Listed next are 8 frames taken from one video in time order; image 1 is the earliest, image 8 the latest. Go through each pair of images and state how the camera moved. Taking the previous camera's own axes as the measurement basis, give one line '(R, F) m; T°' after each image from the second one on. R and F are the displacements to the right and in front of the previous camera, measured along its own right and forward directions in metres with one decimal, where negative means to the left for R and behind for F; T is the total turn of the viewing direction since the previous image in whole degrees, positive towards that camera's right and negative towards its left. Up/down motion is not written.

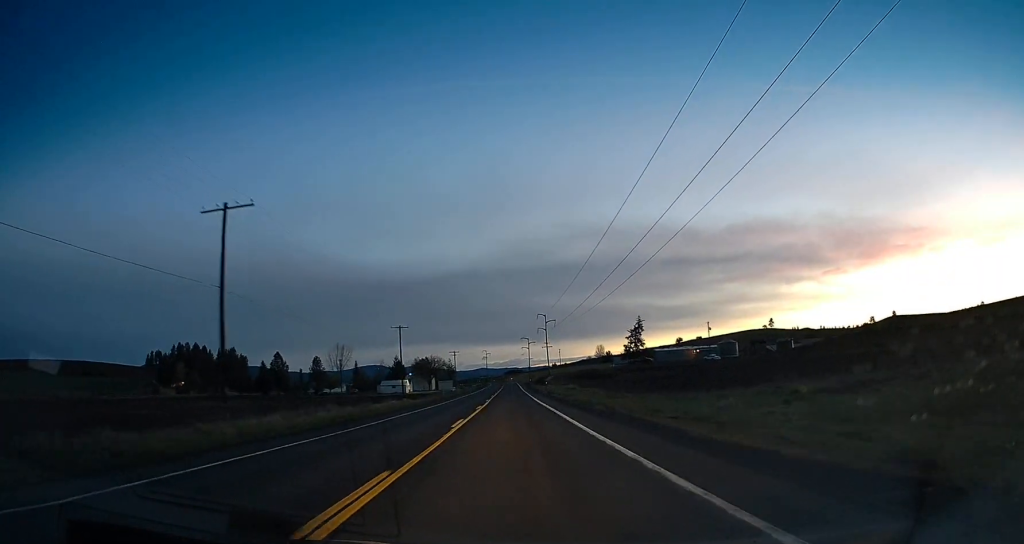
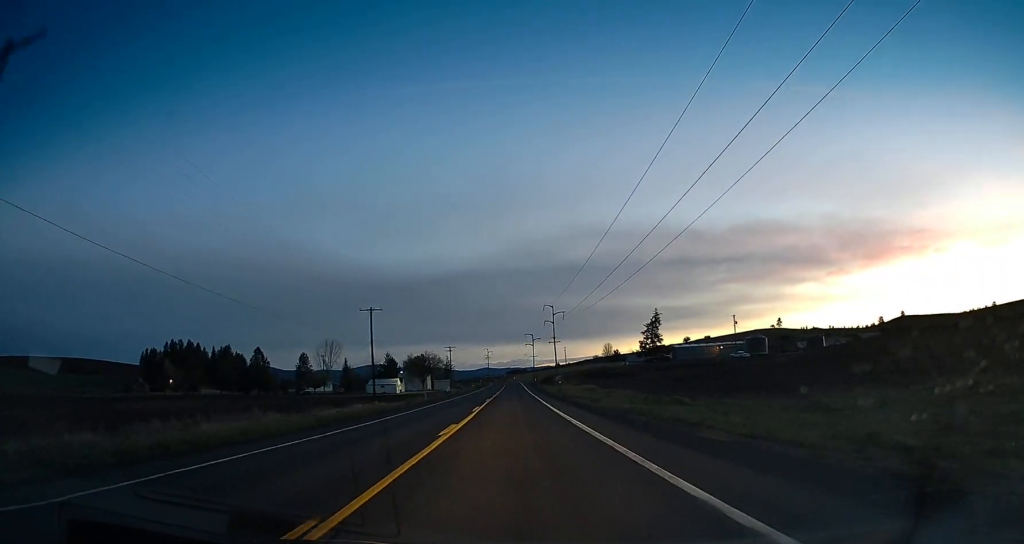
(+0.2, +18.8) m; 0°
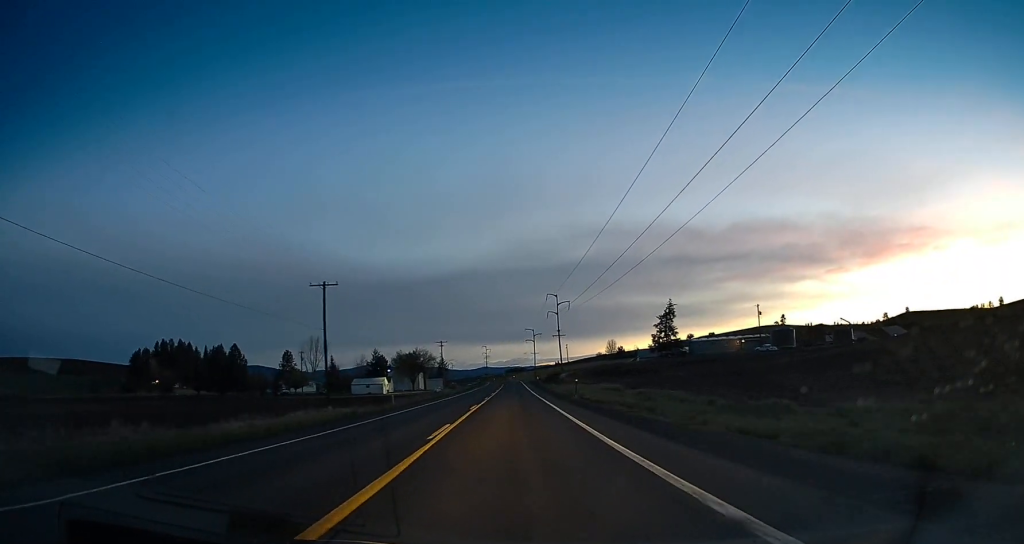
(0.0, +16.3) m; 0°
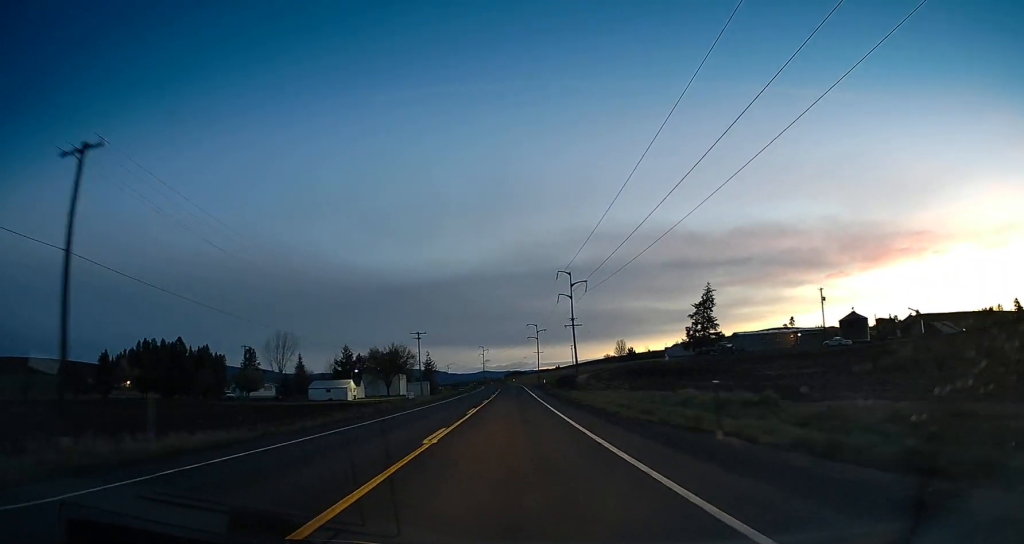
(+0.1, +31.0) m; 0°
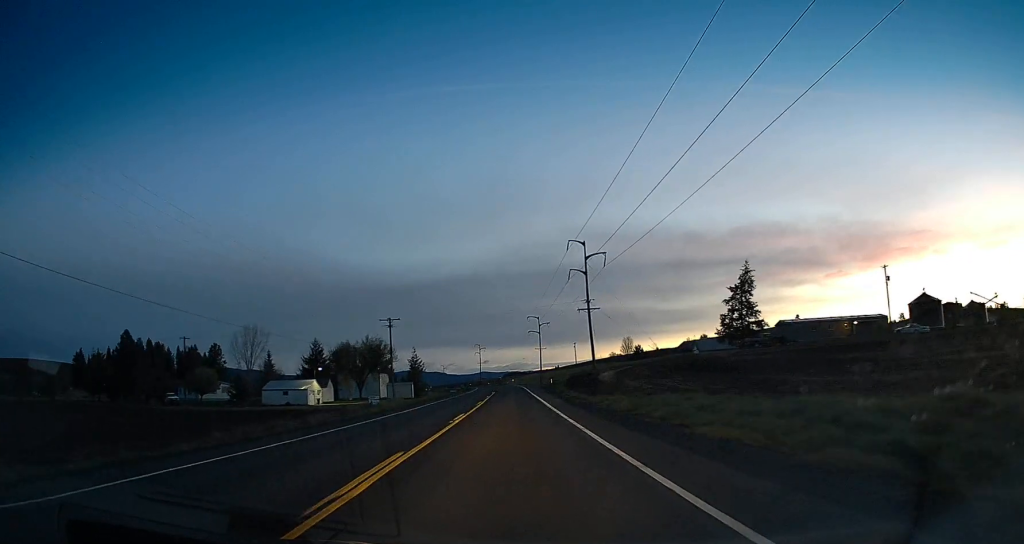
(-0.1, +22.1) m; -1°
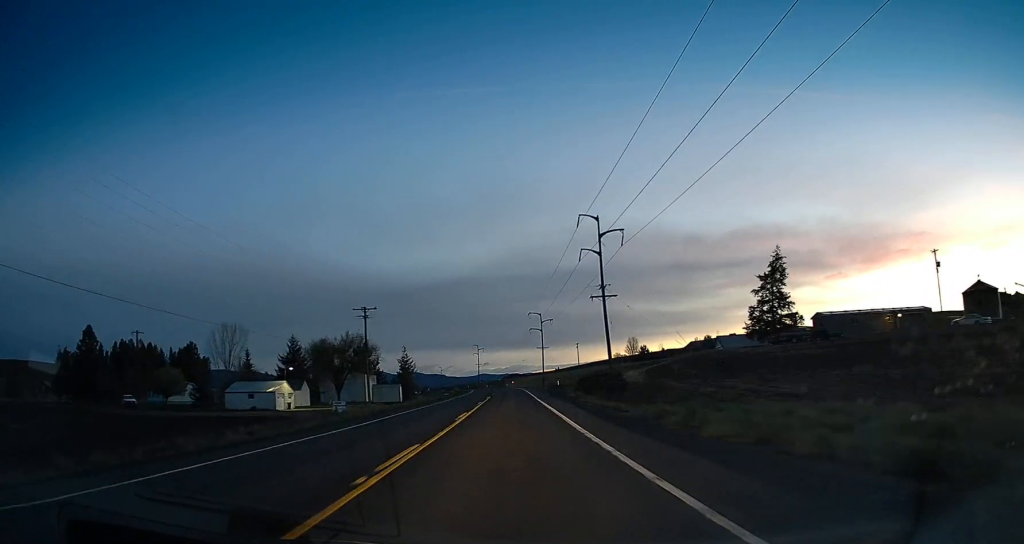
(-0.1, +13.1) m; 0°
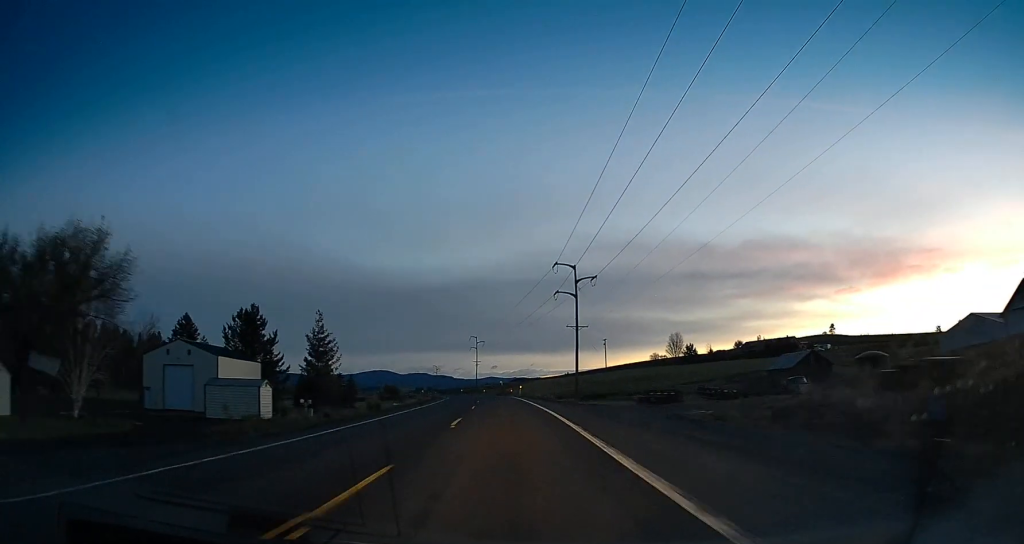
(-0.2, +64.2) m; -1°
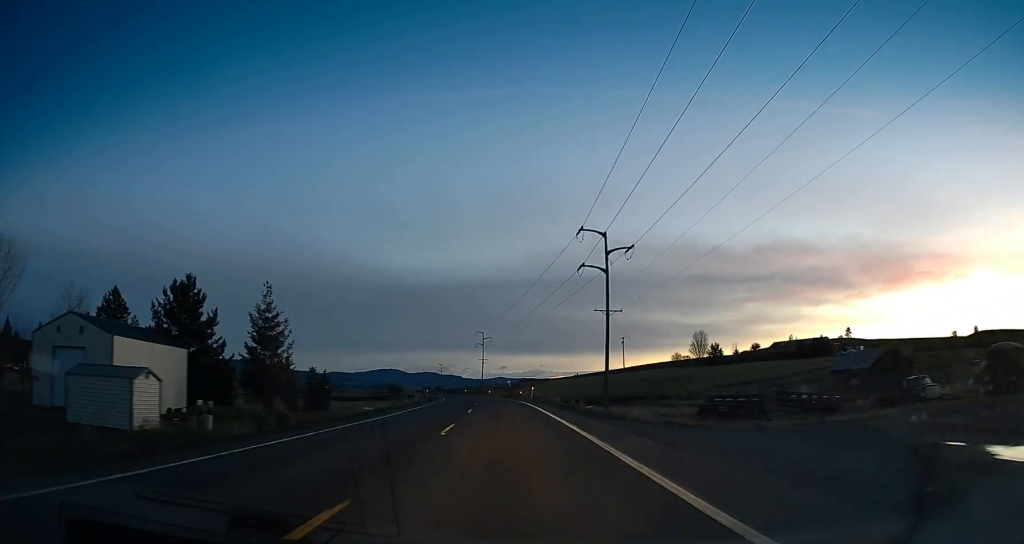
(+0.2, +18.5) m; +1°
